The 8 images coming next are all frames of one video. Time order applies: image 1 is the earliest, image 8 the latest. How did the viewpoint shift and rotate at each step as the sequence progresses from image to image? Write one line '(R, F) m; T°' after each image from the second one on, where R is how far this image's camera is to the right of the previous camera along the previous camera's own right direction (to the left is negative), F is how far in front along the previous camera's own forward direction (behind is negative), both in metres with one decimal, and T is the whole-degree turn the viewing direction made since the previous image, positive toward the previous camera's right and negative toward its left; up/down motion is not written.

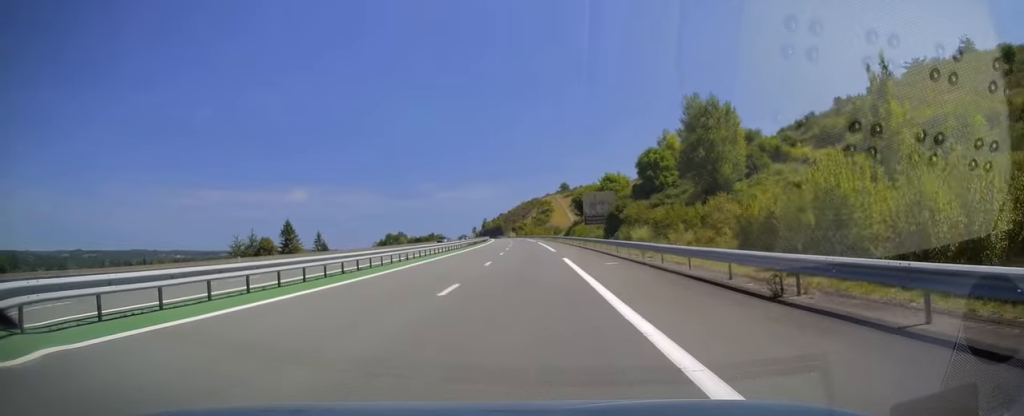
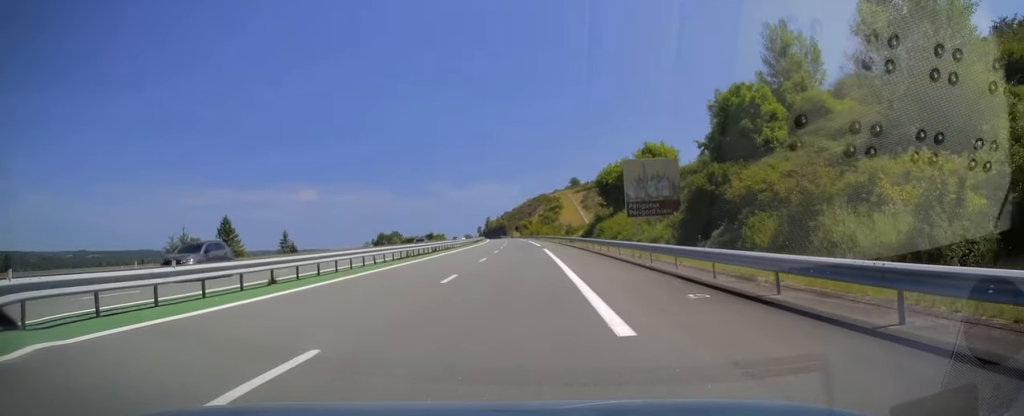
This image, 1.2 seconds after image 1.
(+0.1, +35.7) m; -1°
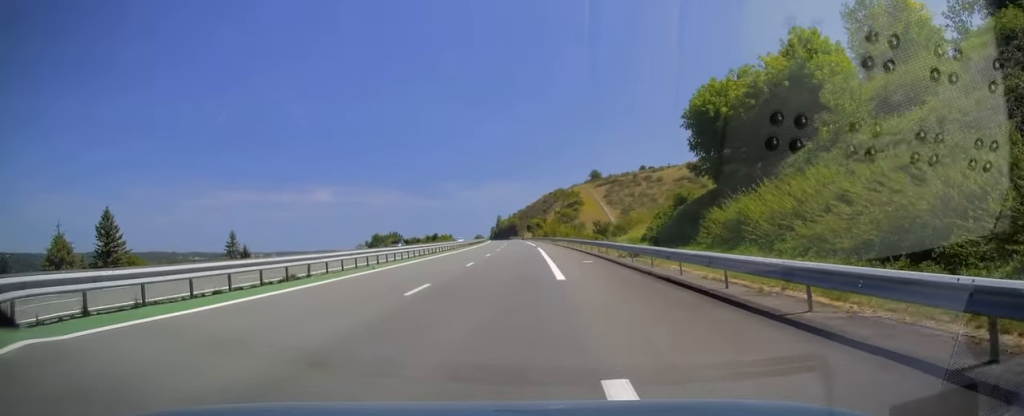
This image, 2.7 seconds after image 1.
(-0.9, +42.1) m; -2°
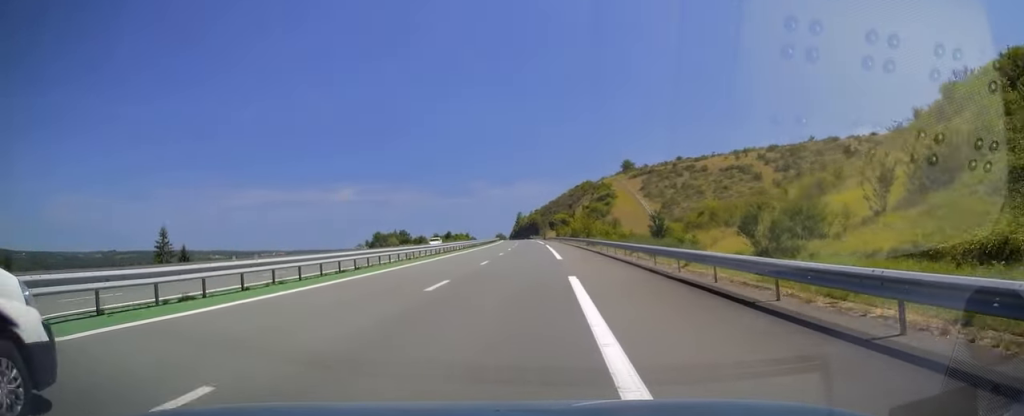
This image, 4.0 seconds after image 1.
(-0.4, +38.3) m; -2°
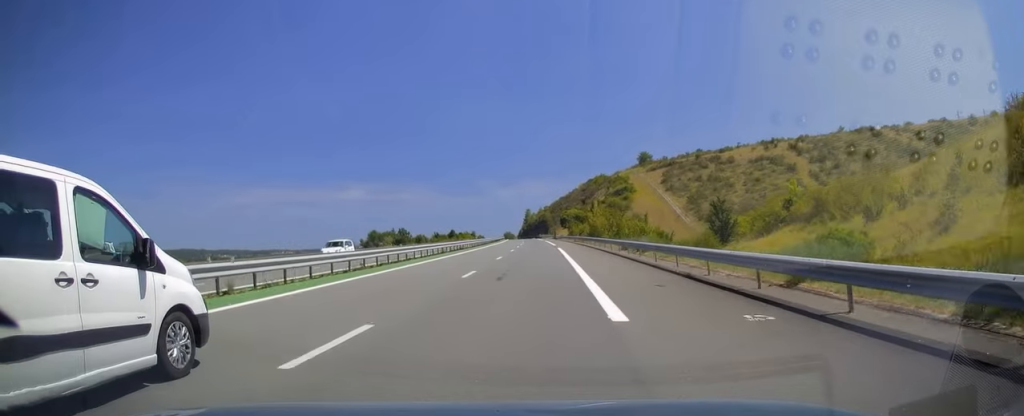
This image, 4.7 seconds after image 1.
(-0.3, +22.1) m; -1°
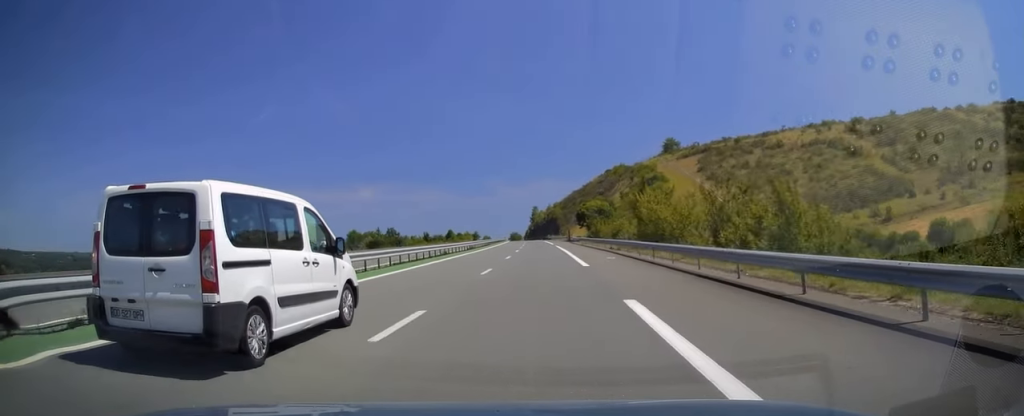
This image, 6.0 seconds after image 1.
(-0.2, +37.2) m; -1°
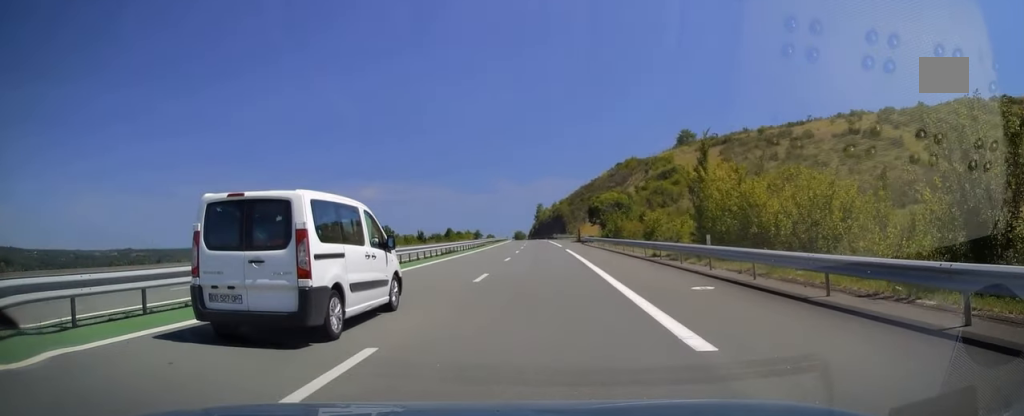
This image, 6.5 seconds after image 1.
(0.0, +16.6) m; -1°
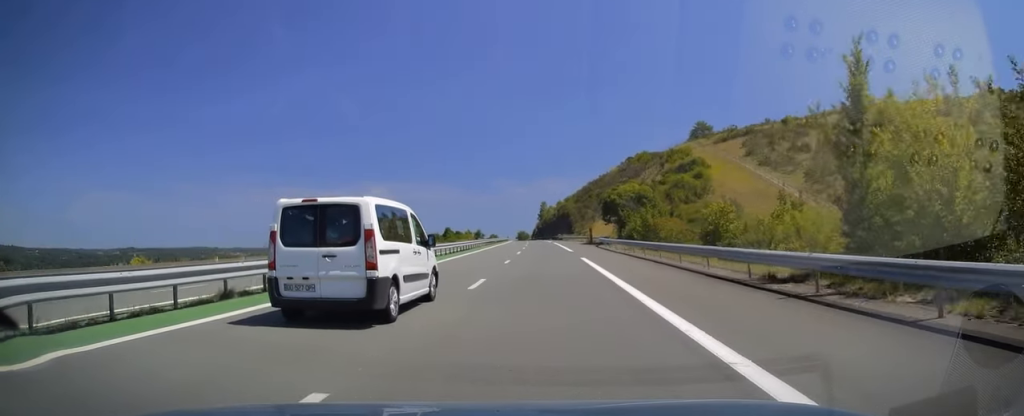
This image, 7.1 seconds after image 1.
(0.0, +15.1) m; -1°
